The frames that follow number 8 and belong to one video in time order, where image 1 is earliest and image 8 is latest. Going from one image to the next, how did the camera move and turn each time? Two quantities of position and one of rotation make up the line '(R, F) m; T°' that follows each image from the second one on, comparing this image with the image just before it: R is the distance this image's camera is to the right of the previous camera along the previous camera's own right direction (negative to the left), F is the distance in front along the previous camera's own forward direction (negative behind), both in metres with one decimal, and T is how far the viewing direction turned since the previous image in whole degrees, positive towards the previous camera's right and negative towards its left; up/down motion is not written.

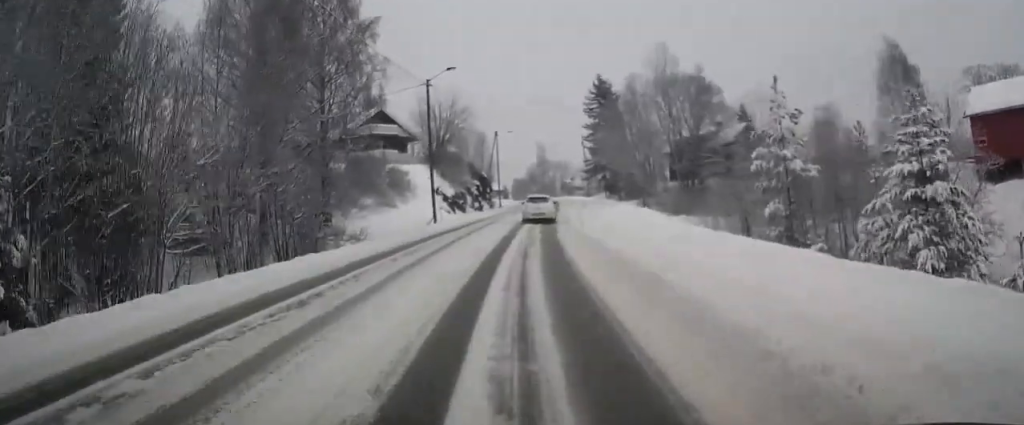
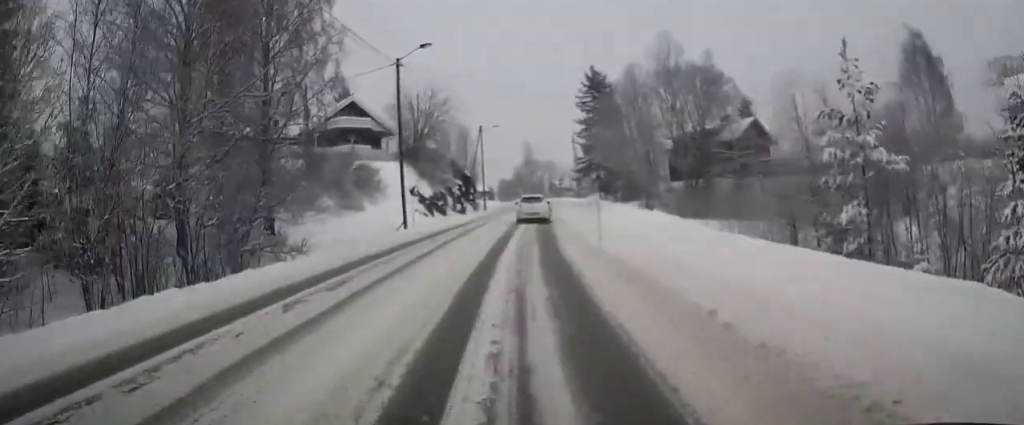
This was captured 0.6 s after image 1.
(+0.2, +6.8) m; +1°
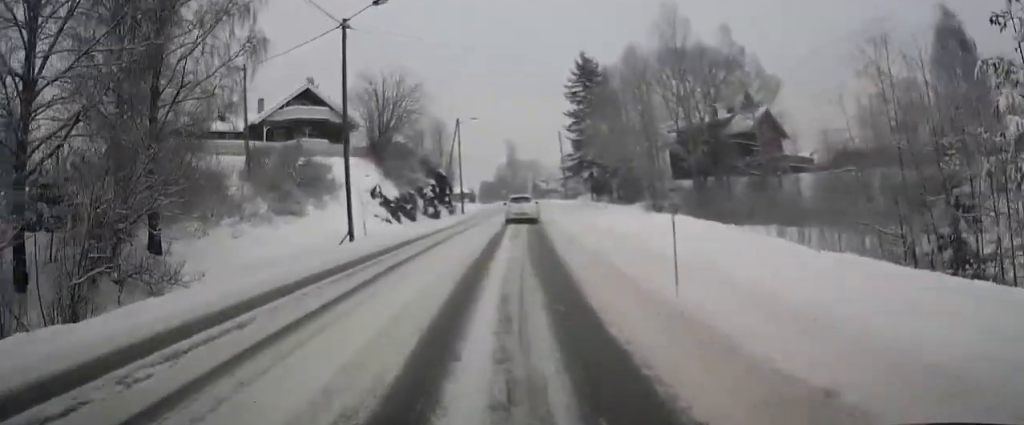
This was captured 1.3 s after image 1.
(-0.1, +8.5) m; +1°
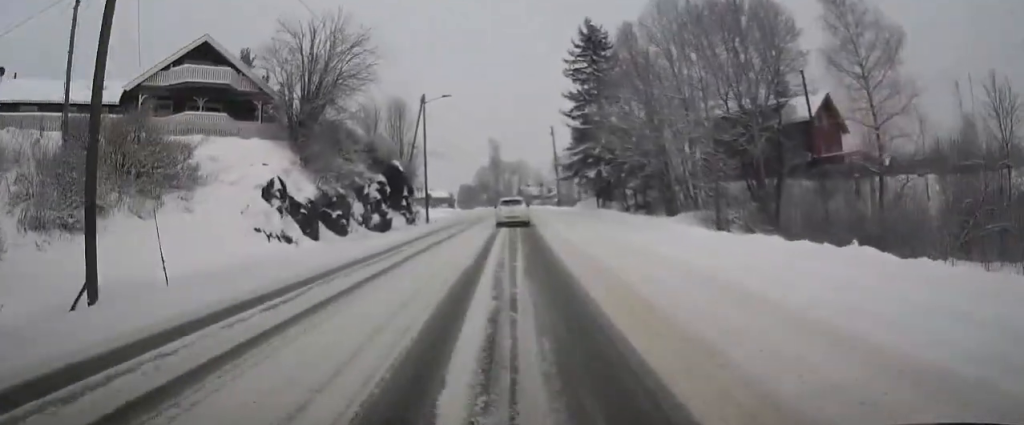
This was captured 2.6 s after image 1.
(+0.4, +16.3) m; +2°
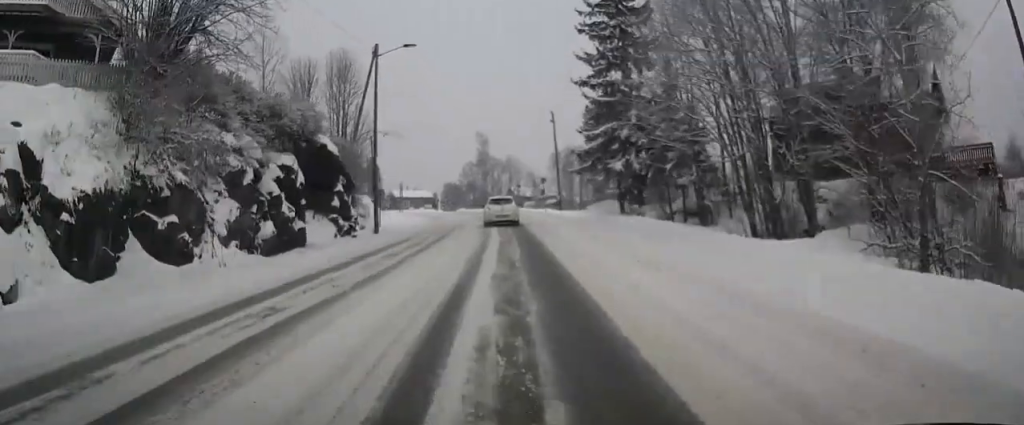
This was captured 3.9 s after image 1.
(-0.1, +15.8) m; -1°
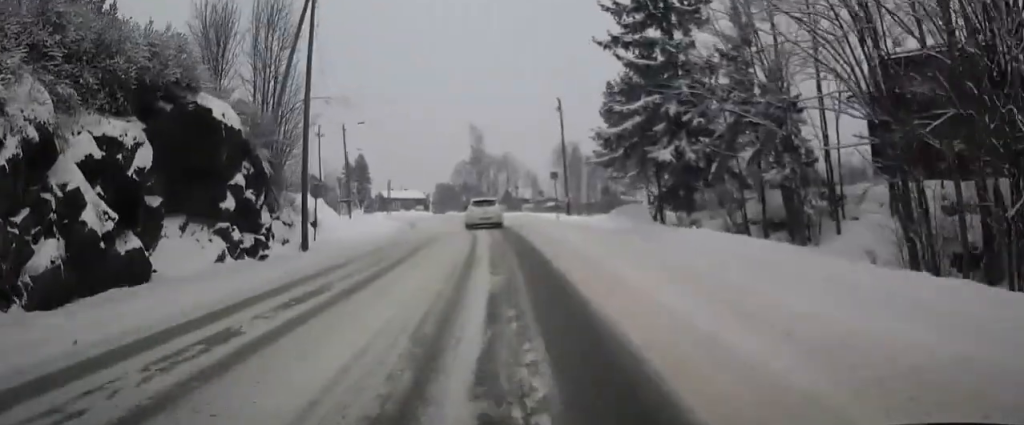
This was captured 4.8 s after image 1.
(-0.2, +11.2) m; +1°
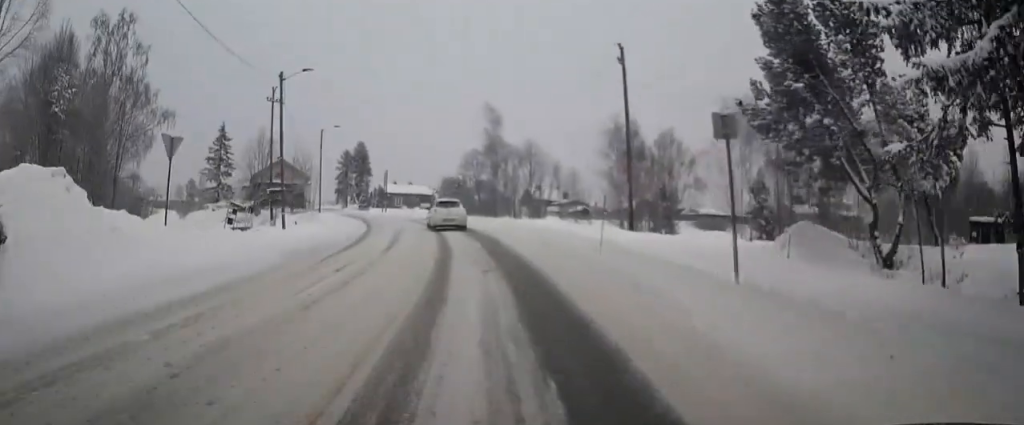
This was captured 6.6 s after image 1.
(+0.9, +22.2) m; +1°
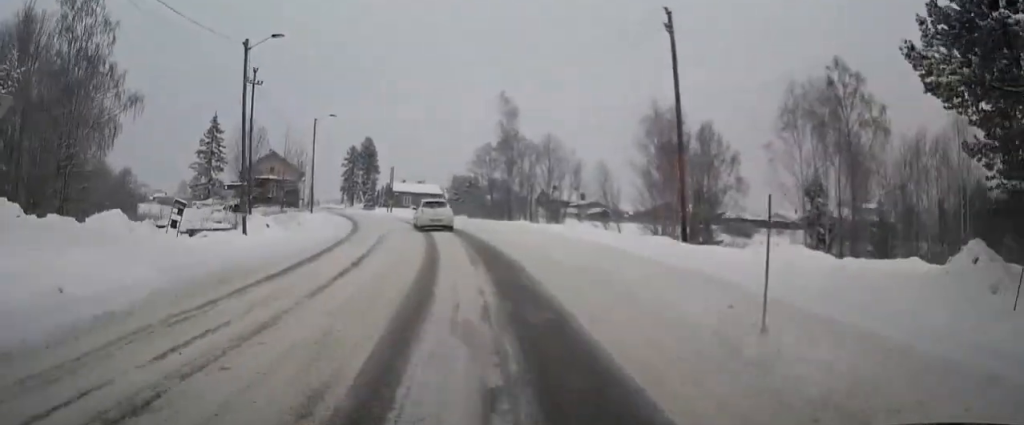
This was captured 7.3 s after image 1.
(-0.3, +7.9) m; -2°
